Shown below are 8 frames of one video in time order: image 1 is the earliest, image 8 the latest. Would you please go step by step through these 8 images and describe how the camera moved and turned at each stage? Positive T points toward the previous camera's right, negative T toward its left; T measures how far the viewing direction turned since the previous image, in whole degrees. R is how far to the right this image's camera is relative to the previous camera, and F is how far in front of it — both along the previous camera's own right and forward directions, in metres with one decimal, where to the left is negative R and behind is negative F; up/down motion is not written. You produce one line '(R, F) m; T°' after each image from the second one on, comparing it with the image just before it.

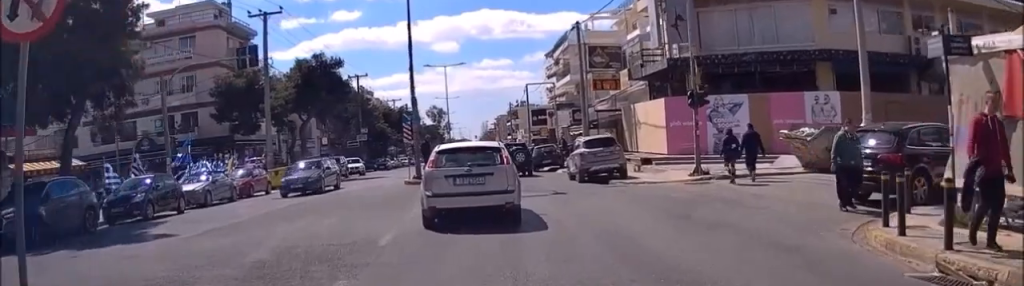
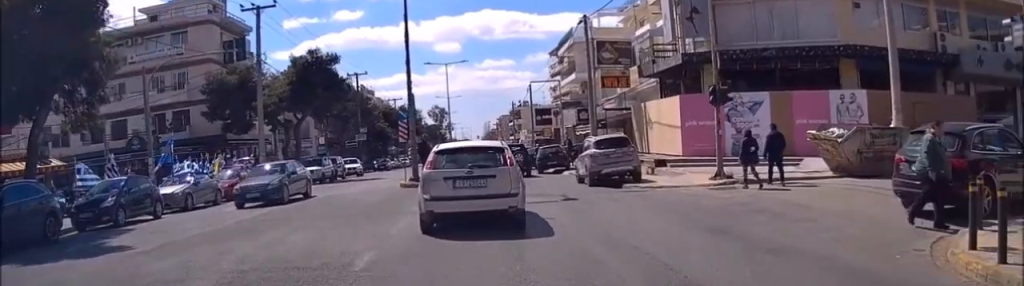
(+0.1, +1.8) m; +2°
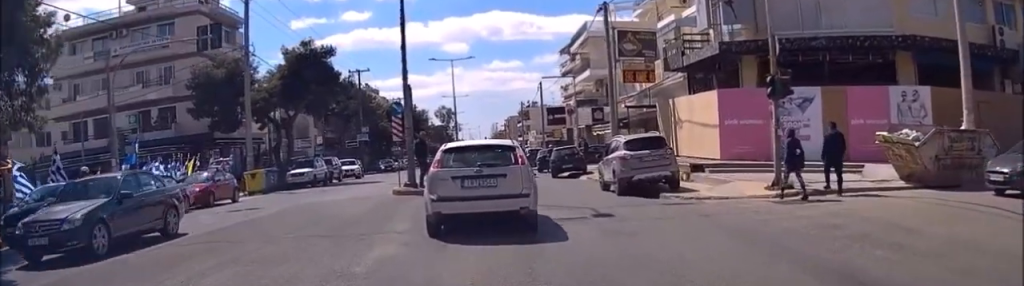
(+0.1, +4.0) m; +1°
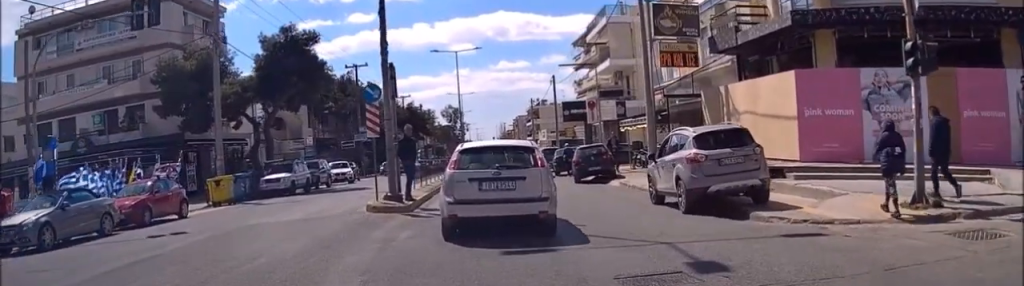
(-0.2, +5.9) m; 0°
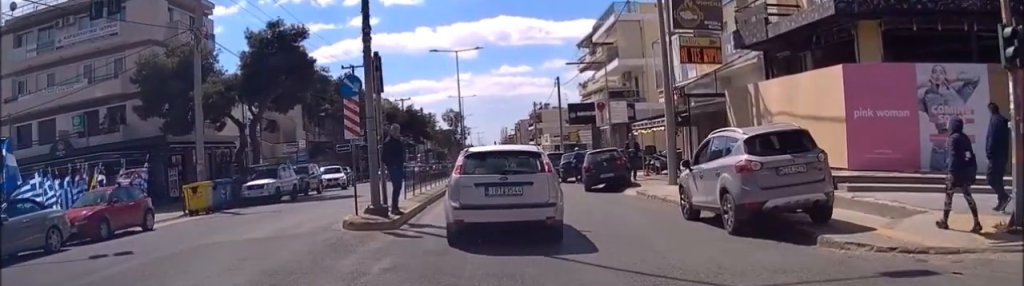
(+0.2, +2.6) m; 0°
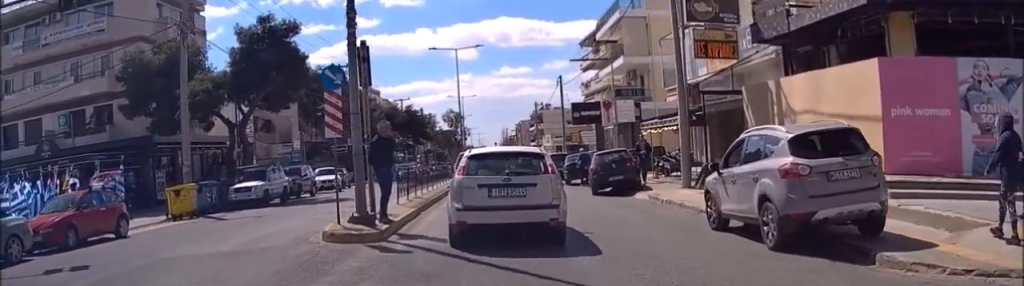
(+0.1, +1.7) m; 0°
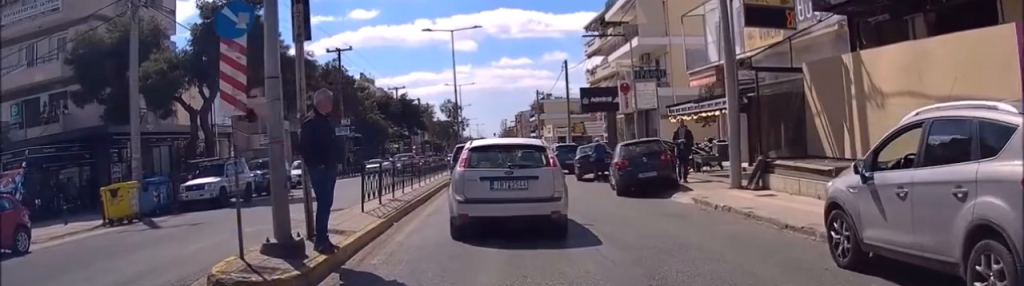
(-0.4, +4.7) m; -4°
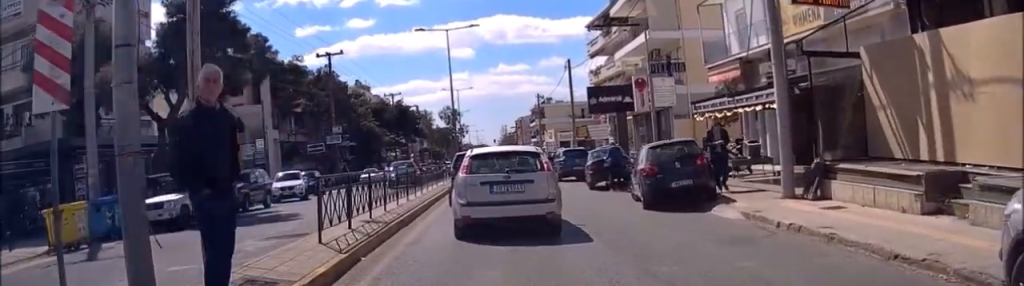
(0.0, +3.2) m; +1°
